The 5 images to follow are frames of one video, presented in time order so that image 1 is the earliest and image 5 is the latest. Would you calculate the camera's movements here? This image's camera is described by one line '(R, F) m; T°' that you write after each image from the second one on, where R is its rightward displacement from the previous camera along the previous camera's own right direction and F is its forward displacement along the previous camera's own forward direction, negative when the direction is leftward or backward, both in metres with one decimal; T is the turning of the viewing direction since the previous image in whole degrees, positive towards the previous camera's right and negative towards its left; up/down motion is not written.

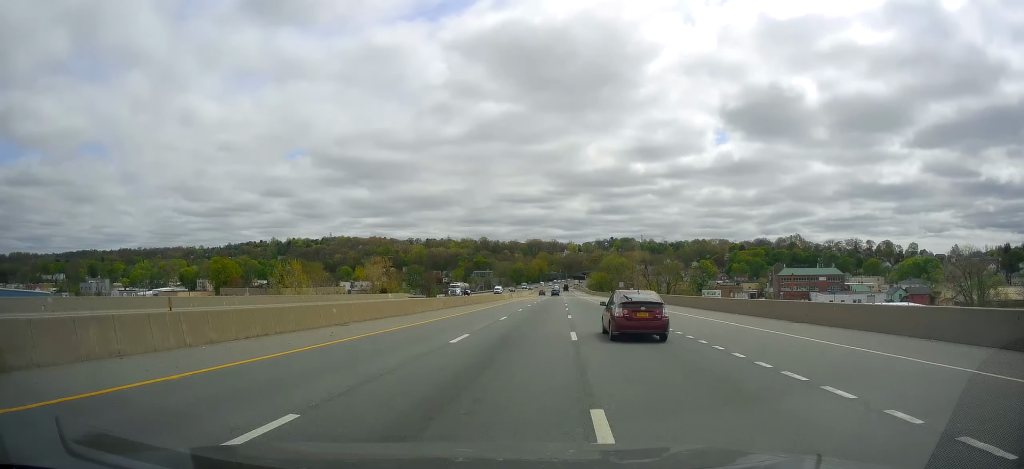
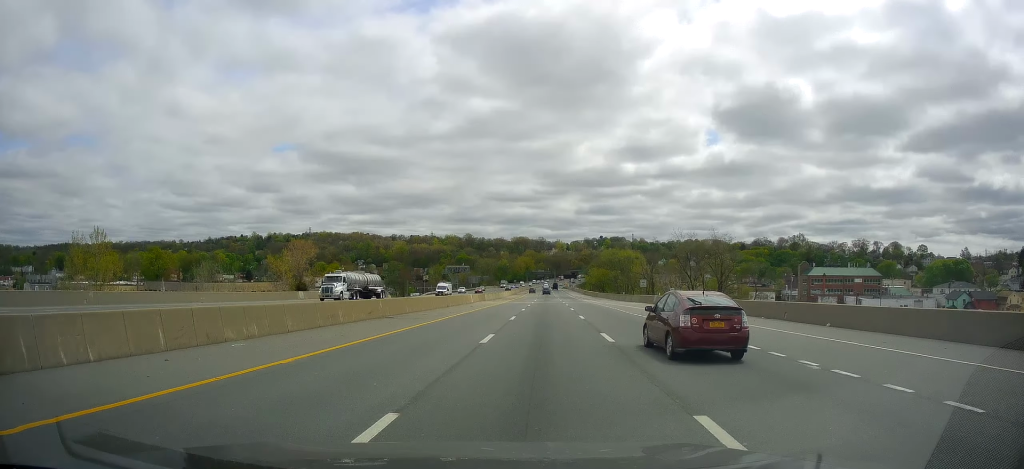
(+0.9, +39.7) m; 0°
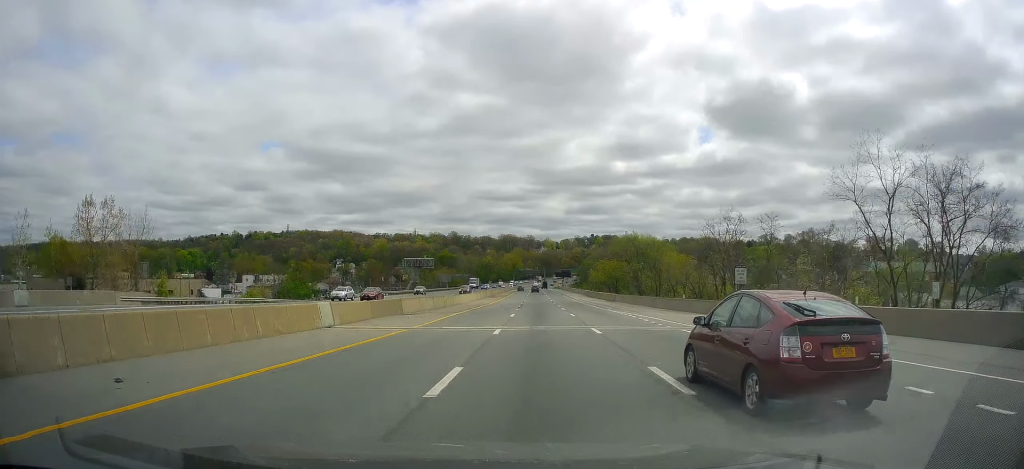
(-1.1, +47.4) m; -1°
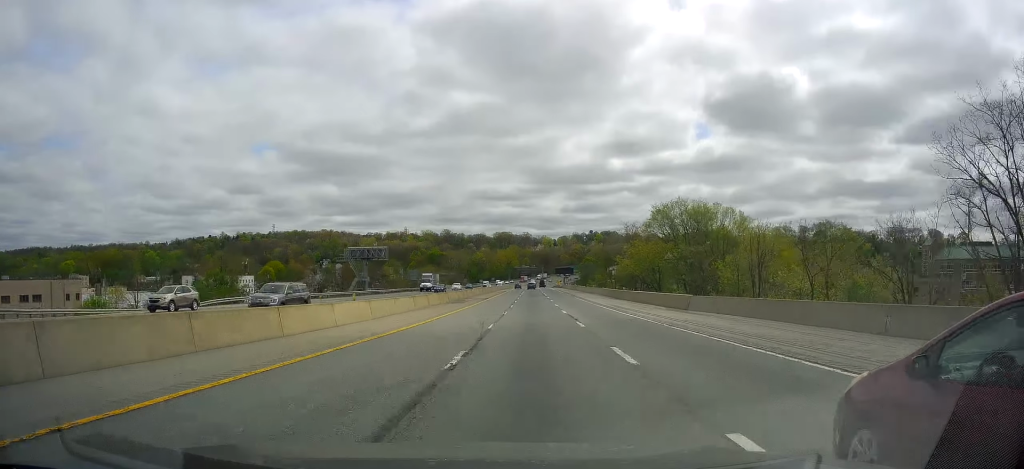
(+0.2, +42.9) m; +1°
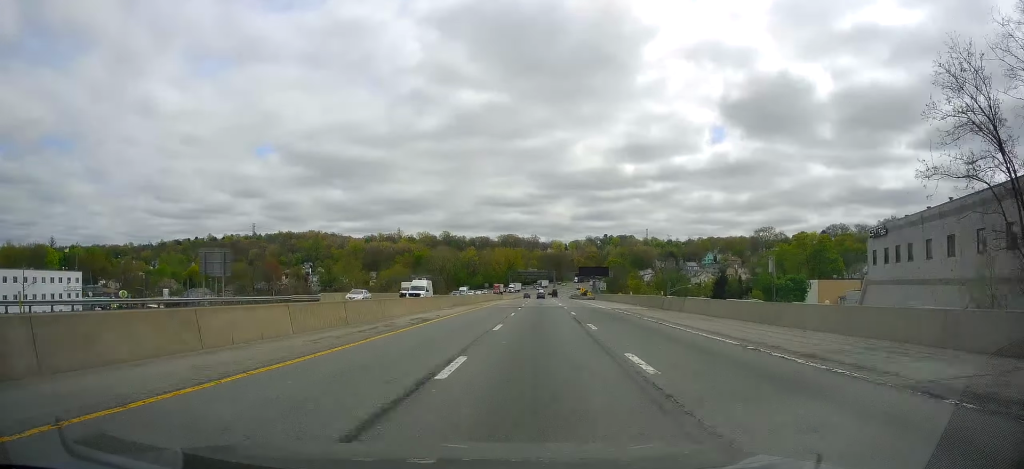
(+0.9, +97.2) m; 0°
